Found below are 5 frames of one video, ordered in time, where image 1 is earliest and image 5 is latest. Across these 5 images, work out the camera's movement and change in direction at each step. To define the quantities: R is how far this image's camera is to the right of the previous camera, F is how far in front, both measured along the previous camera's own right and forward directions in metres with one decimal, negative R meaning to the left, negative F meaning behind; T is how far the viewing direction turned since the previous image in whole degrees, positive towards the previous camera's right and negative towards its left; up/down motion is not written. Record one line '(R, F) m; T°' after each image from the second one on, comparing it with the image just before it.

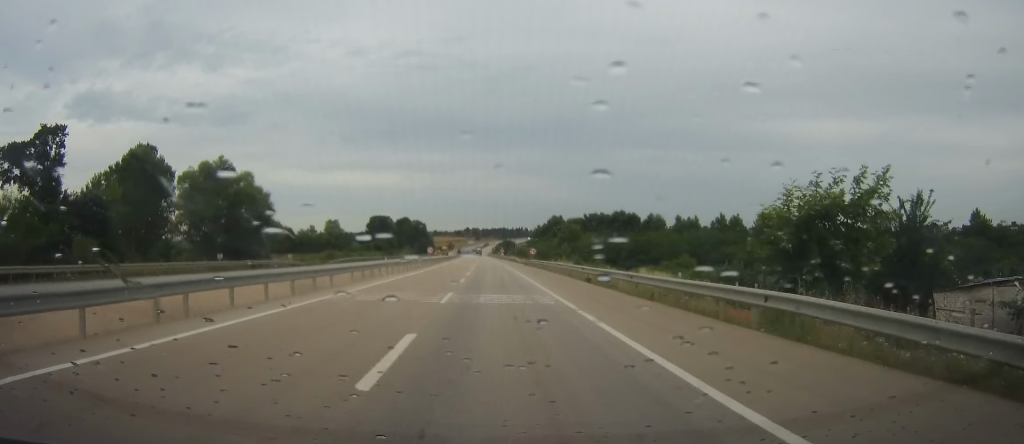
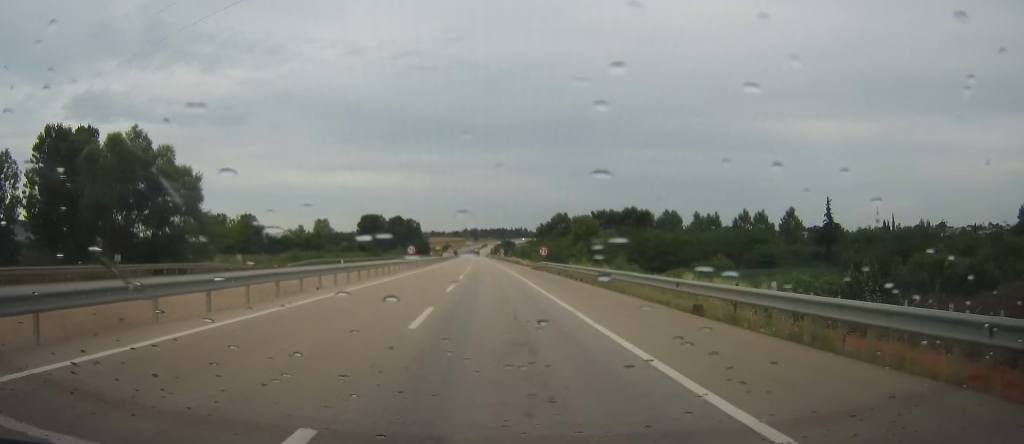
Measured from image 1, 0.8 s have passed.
(-0.1, +18.5) m; -1°
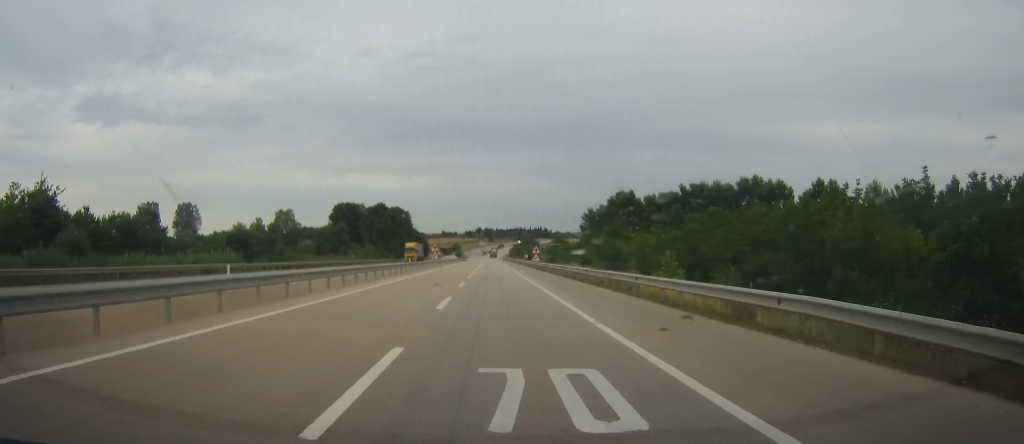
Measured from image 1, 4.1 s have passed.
(+1.0, +80.7) m; +1°
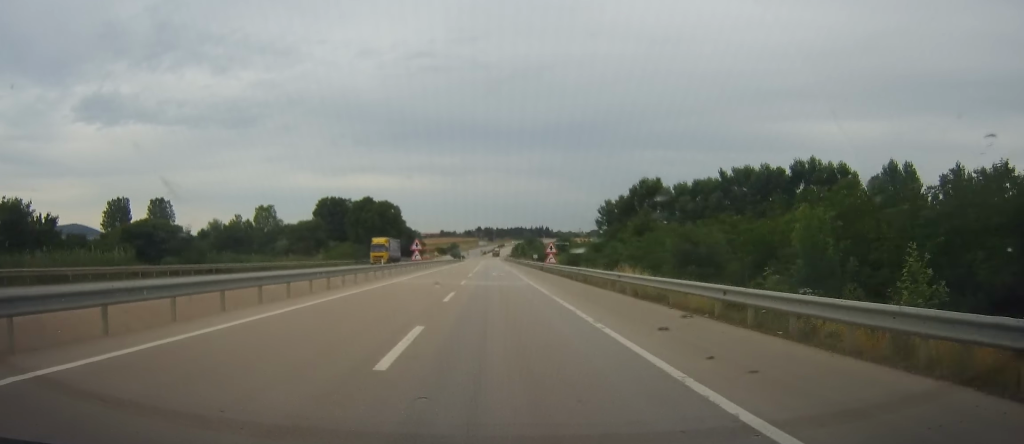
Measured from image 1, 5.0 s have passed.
(0.0, +20.9) m; -1°
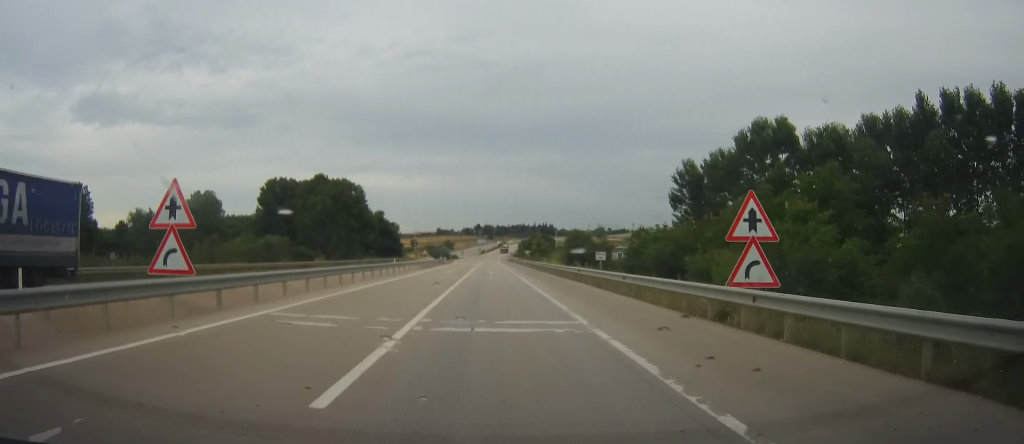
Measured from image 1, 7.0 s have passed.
(-0.6, +49.1) m; 0°
